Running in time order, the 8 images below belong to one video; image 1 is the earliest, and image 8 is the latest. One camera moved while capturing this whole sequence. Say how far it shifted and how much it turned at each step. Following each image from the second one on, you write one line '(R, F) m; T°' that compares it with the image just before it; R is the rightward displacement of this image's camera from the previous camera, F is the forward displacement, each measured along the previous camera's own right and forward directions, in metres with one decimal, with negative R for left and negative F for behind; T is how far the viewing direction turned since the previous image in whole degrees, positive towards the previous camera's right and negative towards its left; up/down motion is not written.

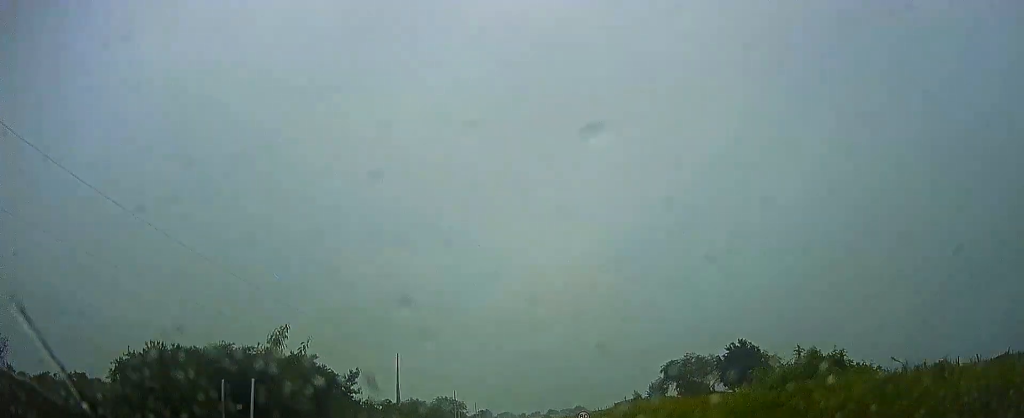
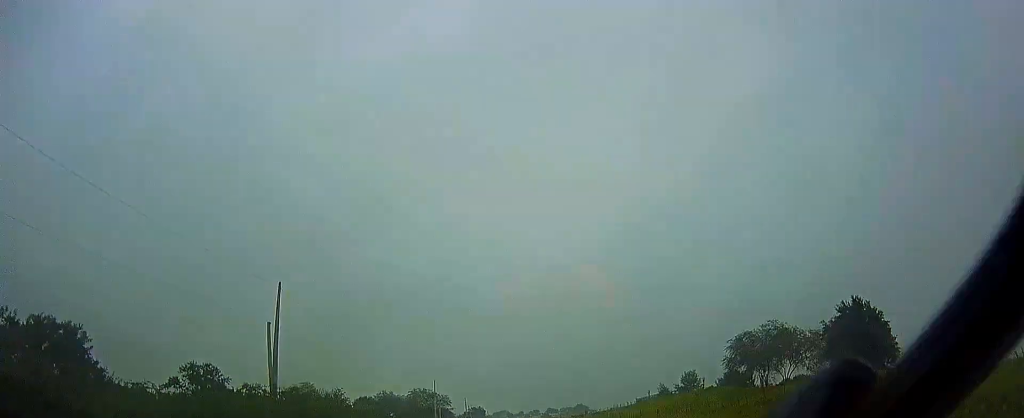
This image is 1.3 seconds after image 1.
(-0.3, +38.0) m; 0°
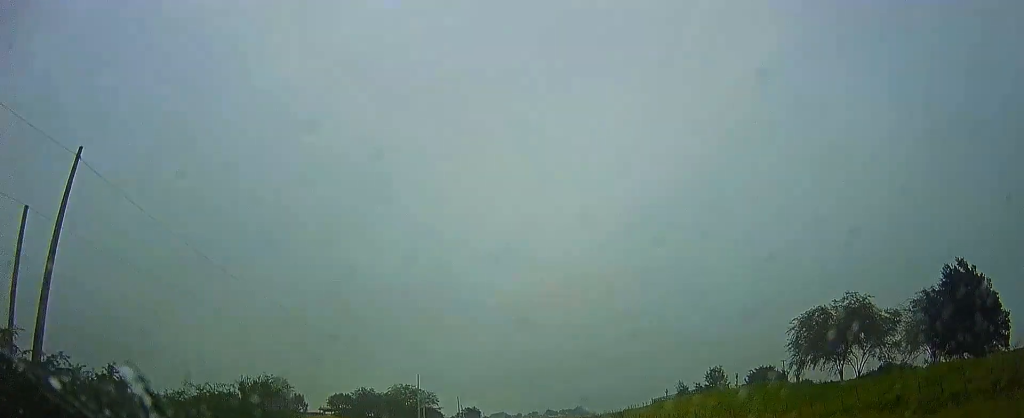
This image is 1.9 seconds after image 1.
(+0.1, +20.2) m; 0°
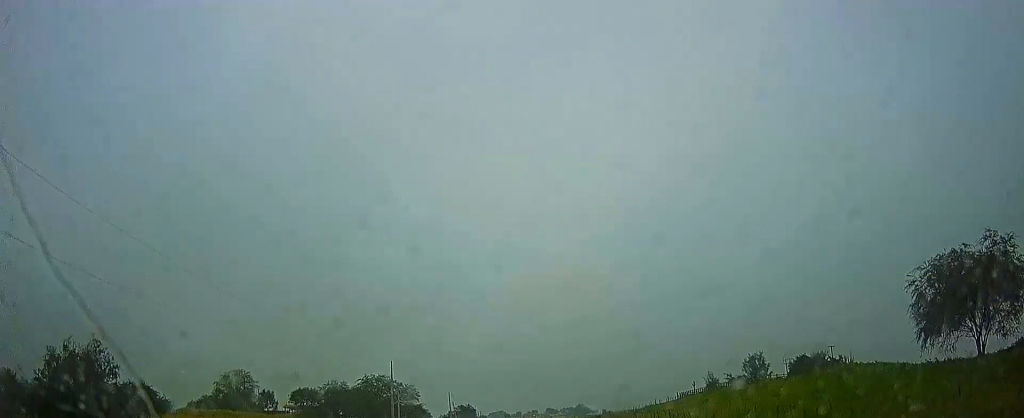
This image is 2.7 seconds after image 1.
(-0.1, +22.3) m; 0°
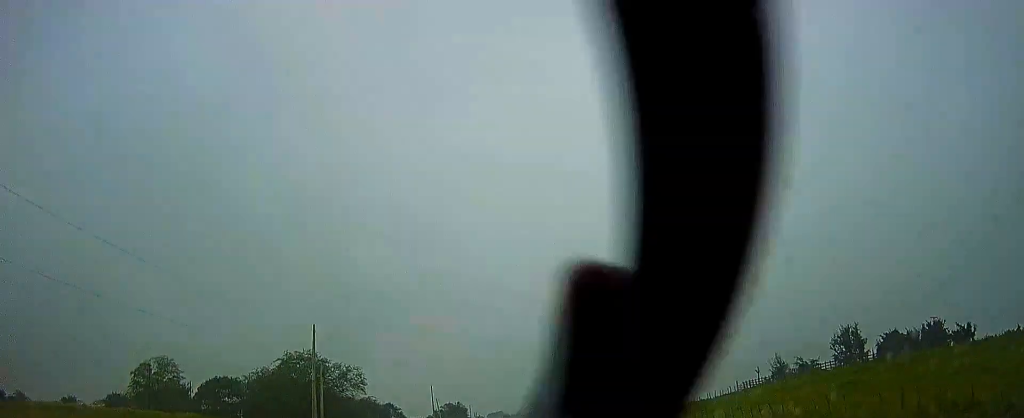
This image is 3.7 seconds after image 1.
(+0.1, +32.7) m; 0°
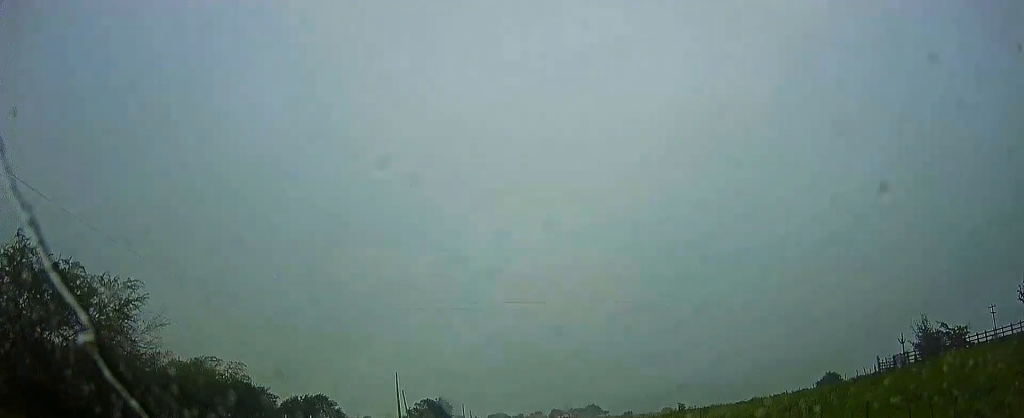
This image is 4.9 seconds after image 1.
(+0.1, +37.1) m; 0°
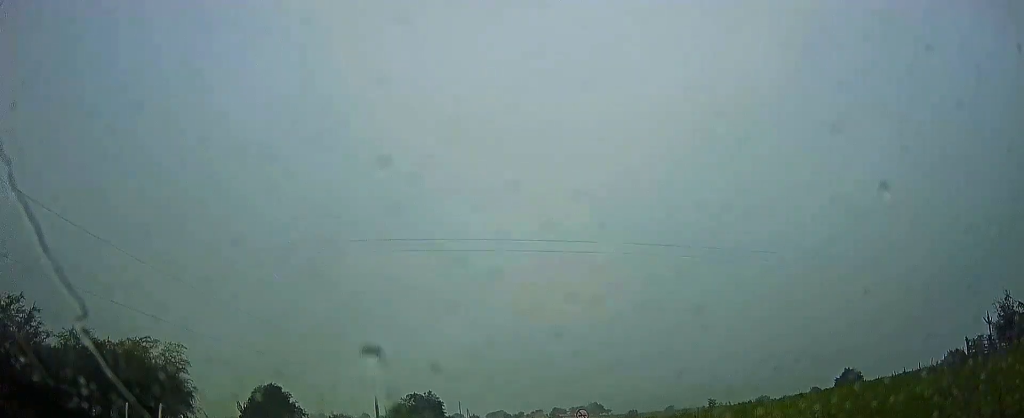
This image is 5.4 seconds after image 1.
(0.0, +13.5) m; 0°
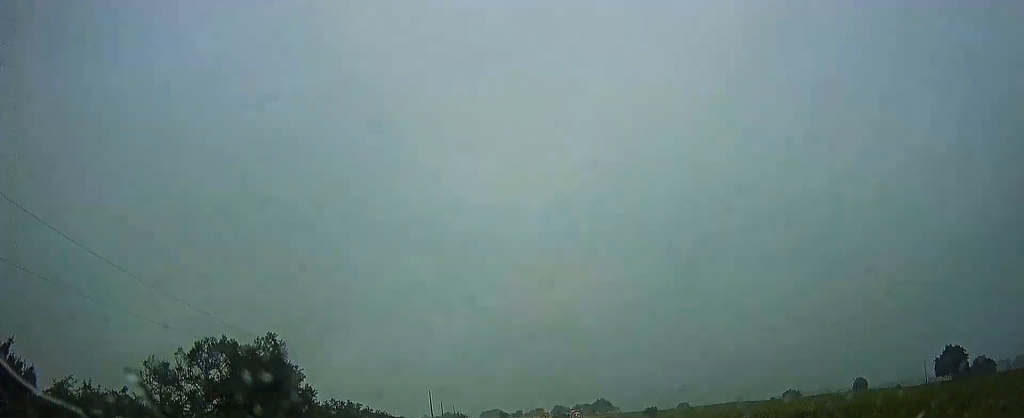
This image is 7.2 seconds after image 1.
(0.0, +56.5) m; 0°
